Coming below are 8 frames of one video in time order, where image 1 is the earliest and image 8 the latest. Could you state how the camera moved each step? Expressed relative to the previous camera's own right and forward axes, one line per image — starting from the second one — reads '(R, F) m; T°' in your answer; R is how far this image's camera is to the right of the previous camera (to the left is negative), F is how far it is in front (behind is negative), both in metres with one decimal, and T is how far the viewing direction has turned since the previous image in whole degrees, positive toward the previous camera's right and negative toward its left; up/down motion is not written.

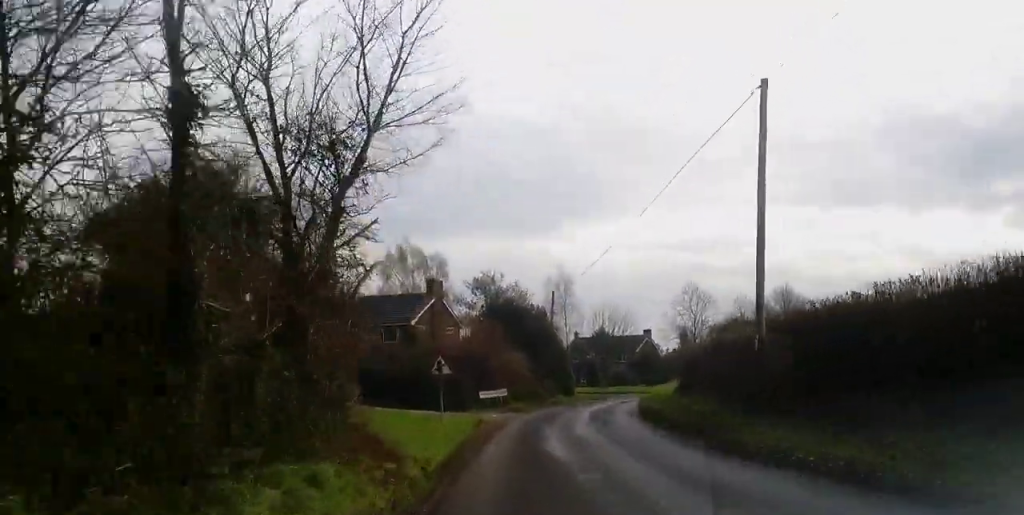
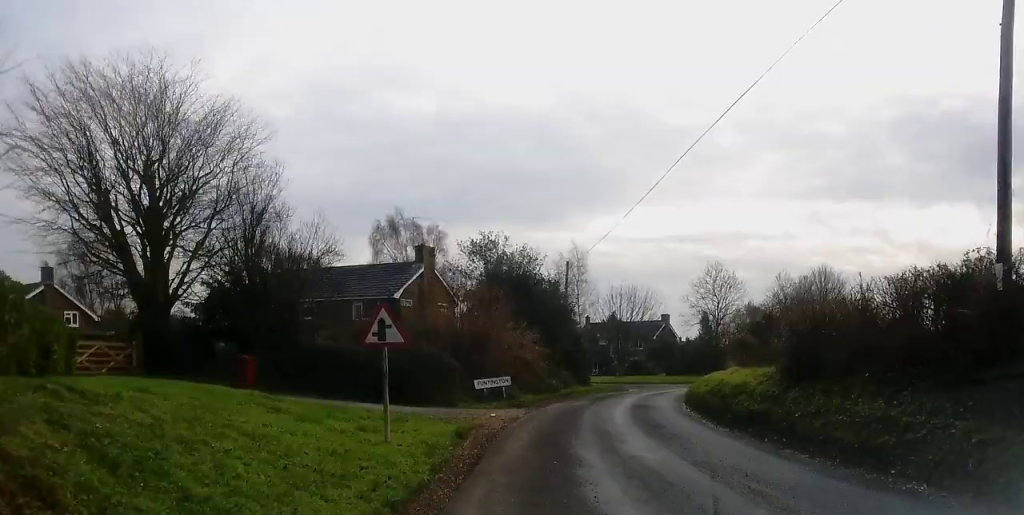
(0.0, +9.3) m; +1°
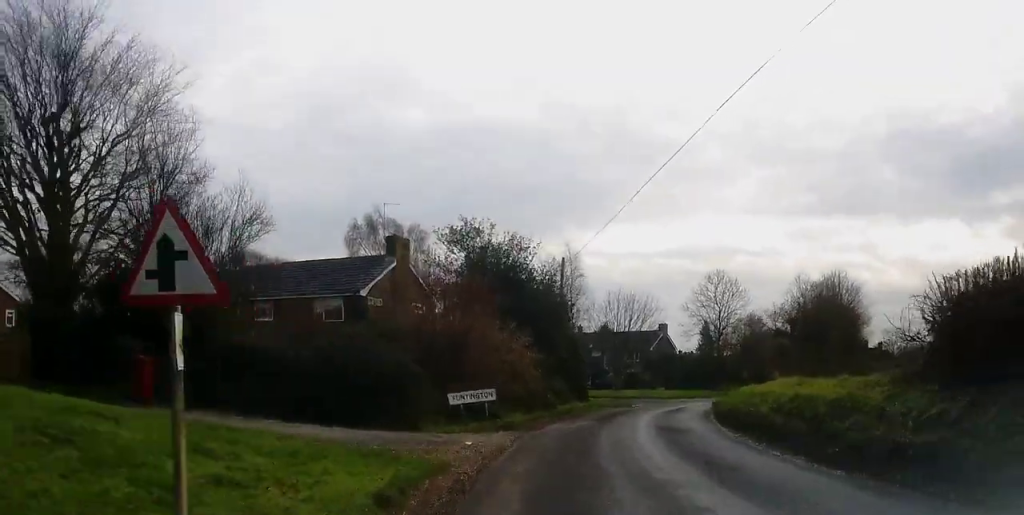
(-0.1, +6.4) m; +2°
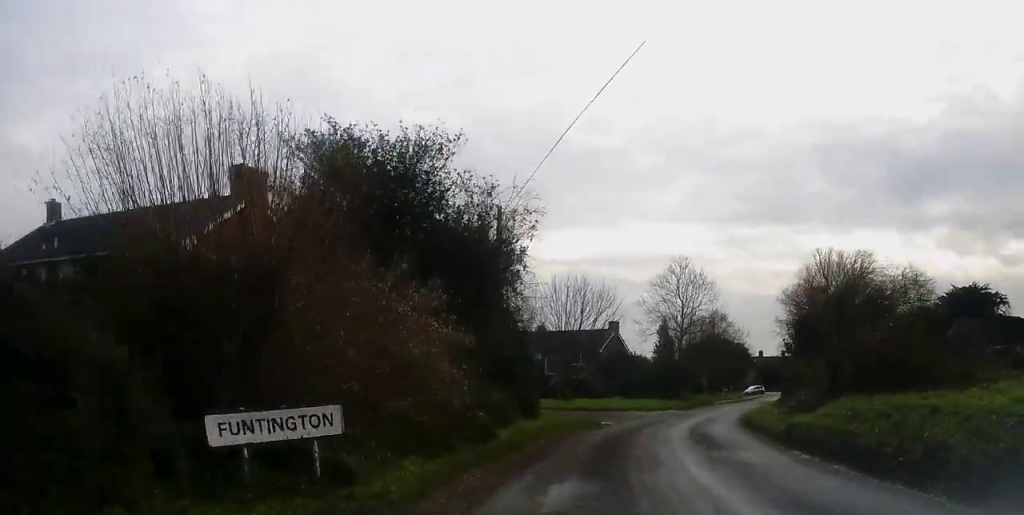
(+0.8, +13.8) m; +7°
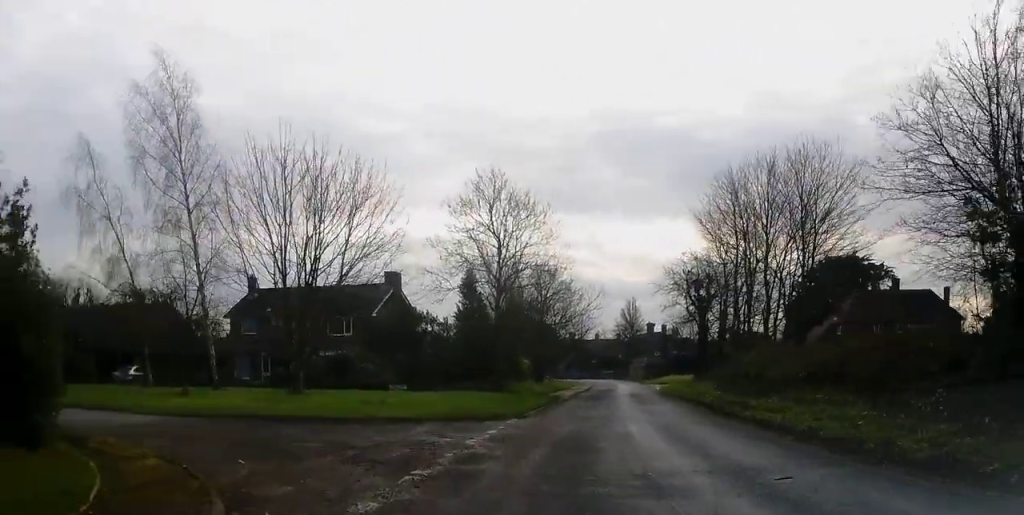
(+3.3, +26.7) m; +13°
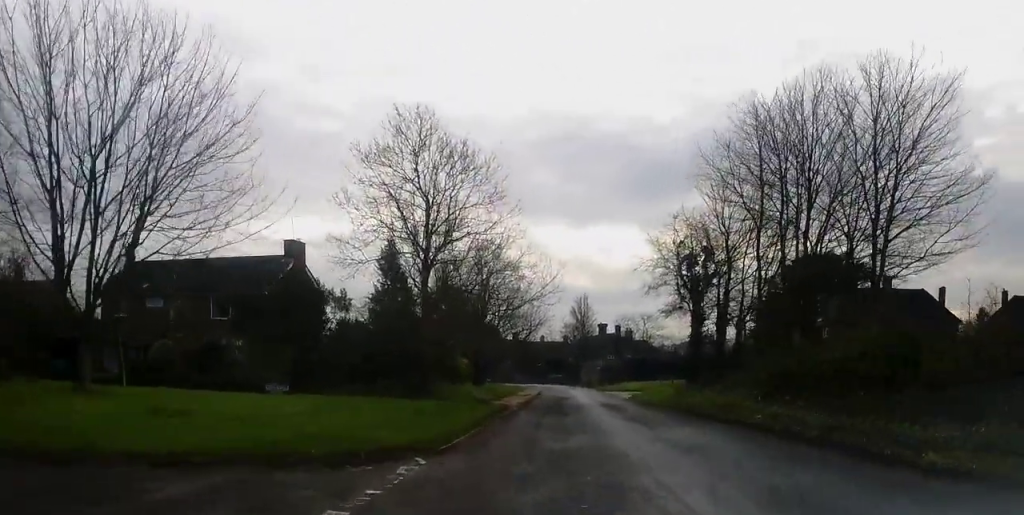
(+0.3, +11.6) m; +3°
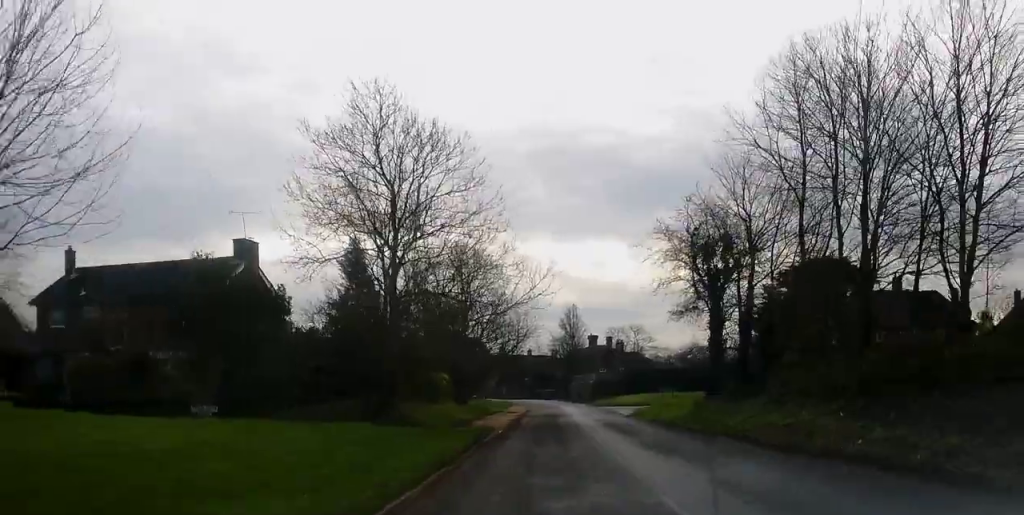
(+0.2, +5.7) m; +1°
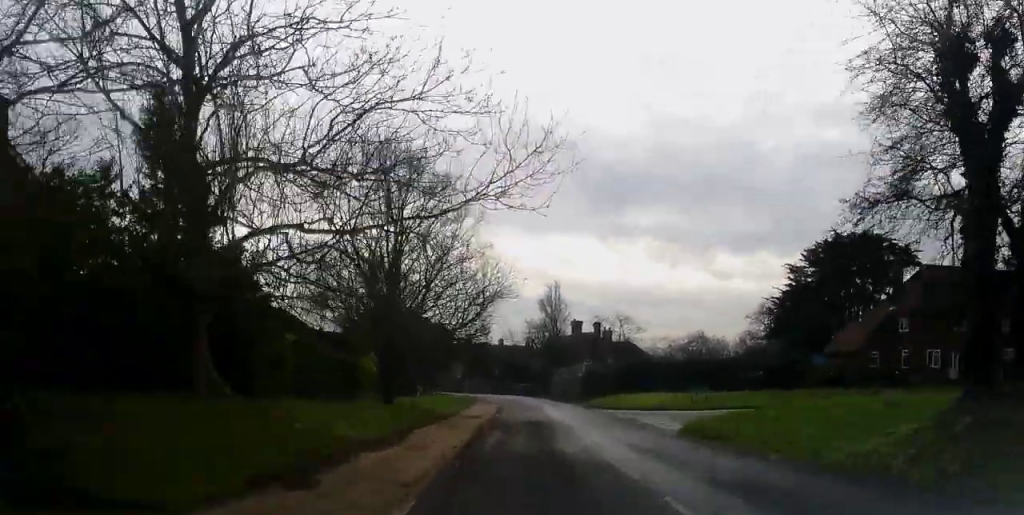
(+0.3, +18.7) m; +1°
